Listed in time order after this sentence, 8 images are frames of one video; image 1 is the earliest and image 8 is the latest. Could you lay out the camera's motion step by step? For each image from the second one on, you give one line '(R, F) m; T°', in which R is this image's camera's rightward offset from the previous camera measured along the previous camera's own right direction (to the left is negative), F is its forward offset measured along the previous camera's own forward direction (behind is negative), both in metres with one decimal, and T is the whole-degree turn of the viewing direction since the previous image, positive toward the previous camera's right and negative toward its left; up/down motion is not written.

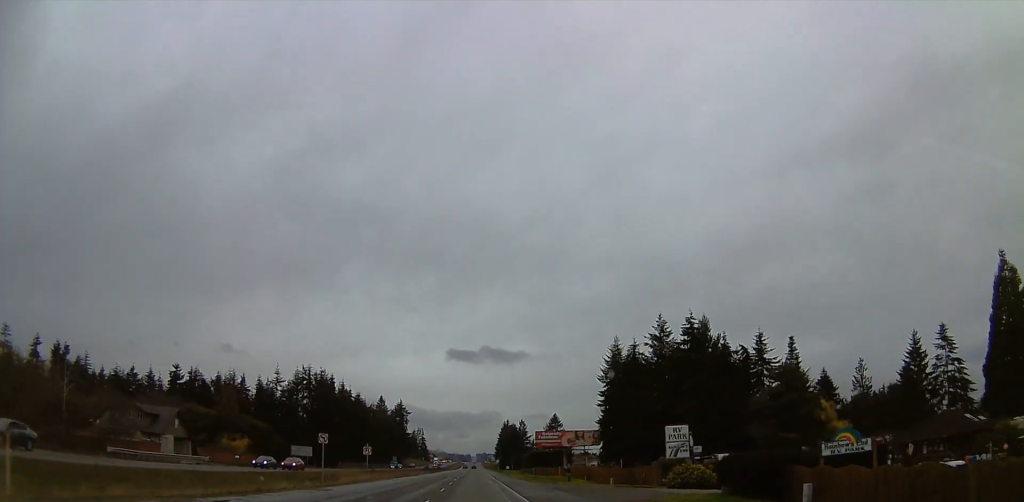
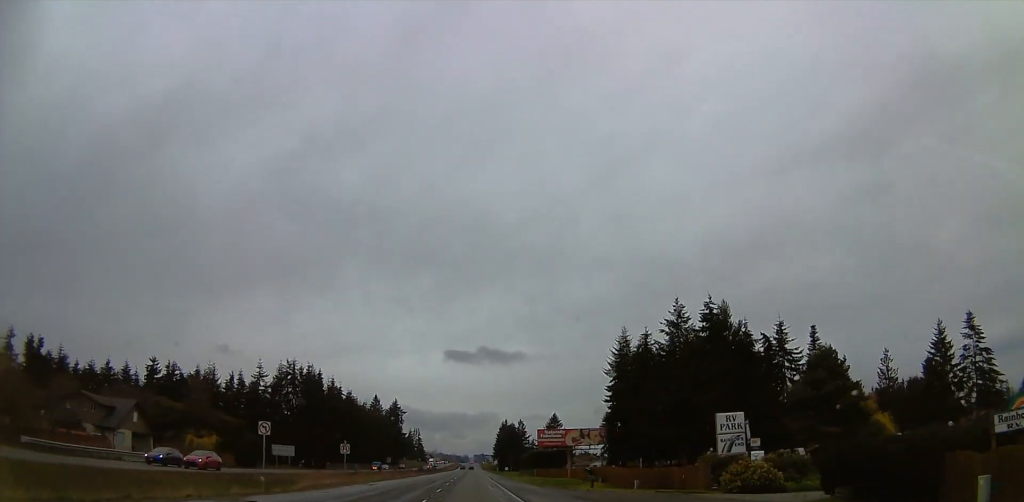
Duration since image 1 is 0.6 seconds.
(-0.1, +11.2) m; 0°
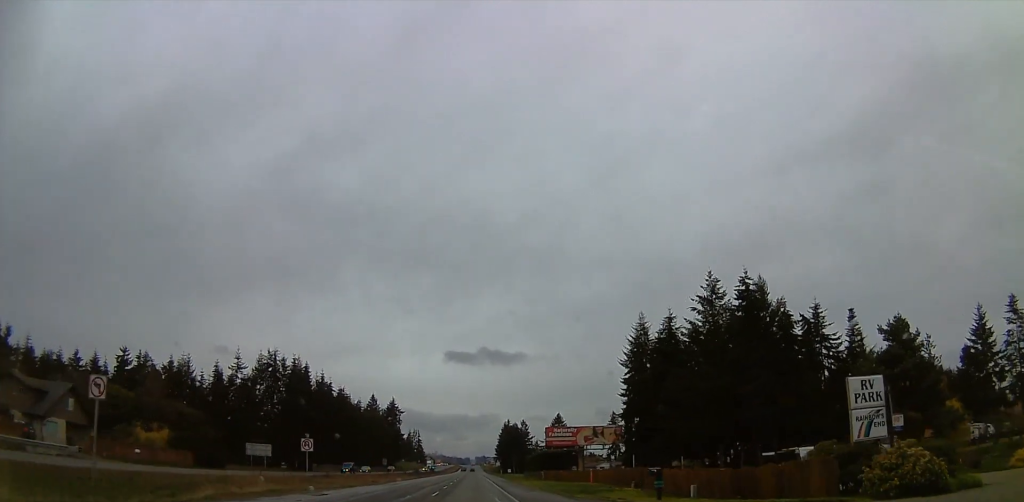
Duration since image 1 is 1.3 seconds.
(0.0, +14.4) m; 0°
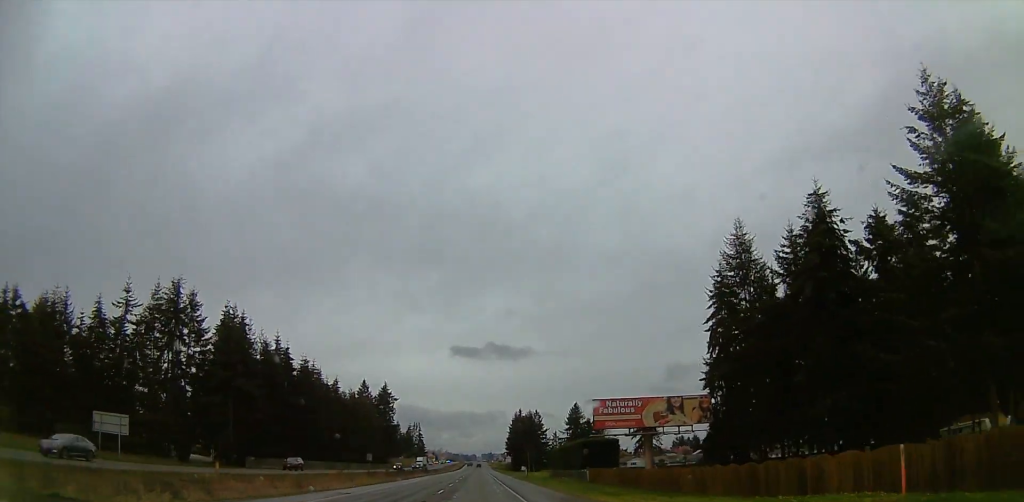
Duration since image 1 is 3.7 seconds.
(-0.8, +46.7) m; -3°
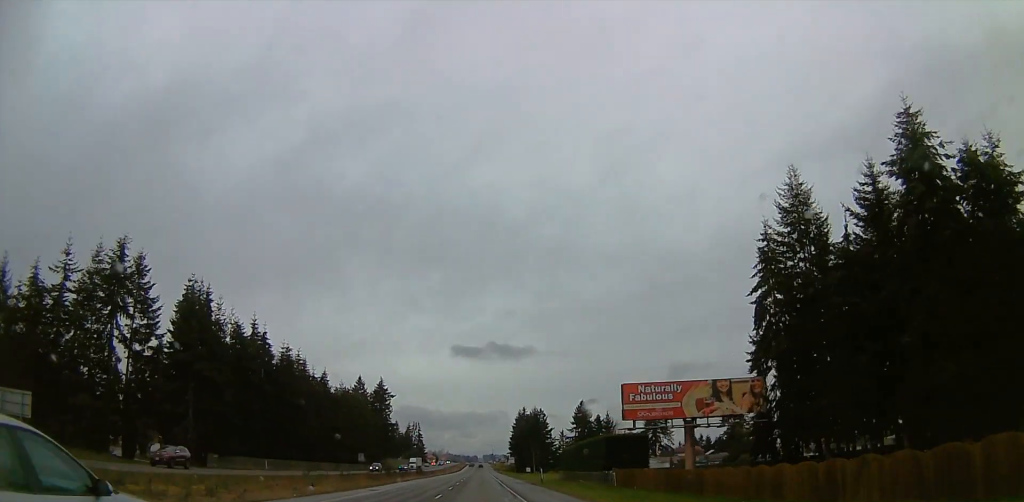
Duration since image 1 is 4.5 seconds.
(-0.2, +15.5) m; 0°
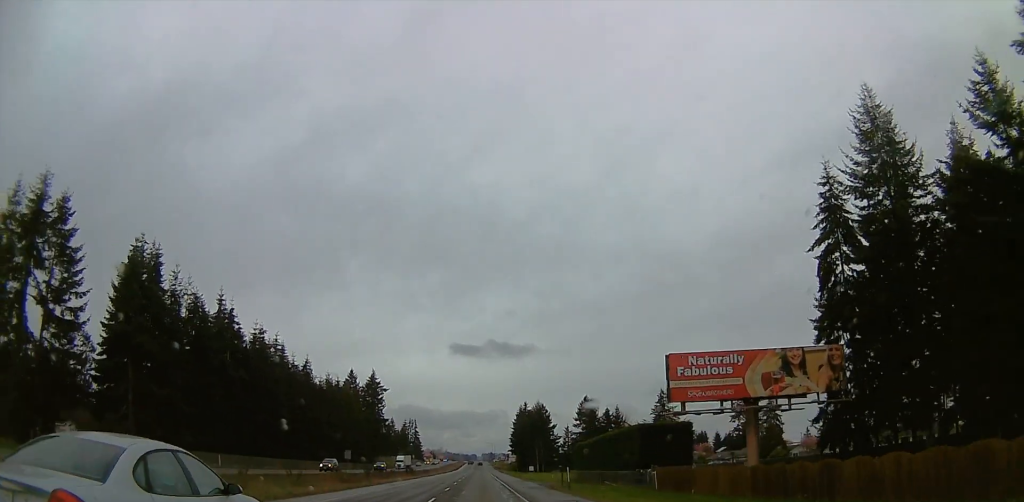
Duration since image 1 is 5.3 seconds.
(+0.1, +16.1) m; +2°
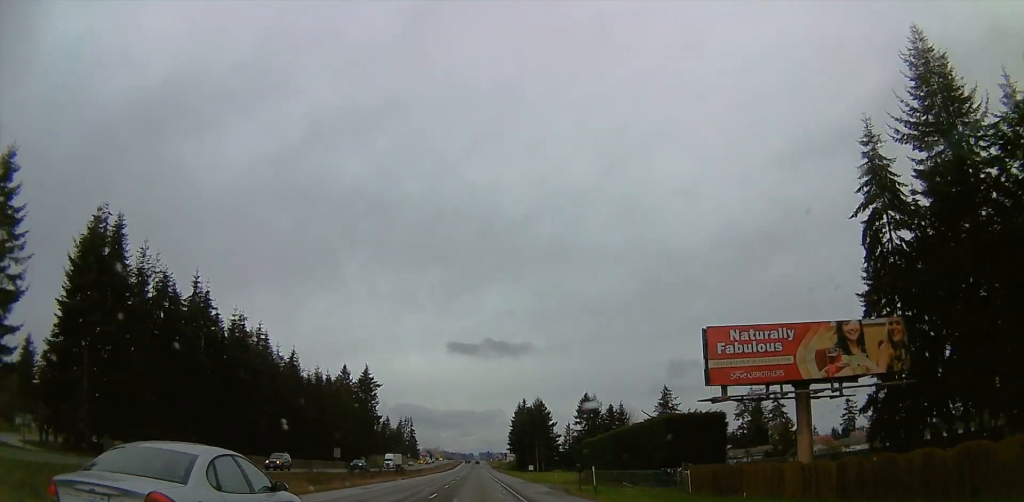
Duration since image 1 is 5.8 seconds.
(+0.3, +9.1) m; +1°
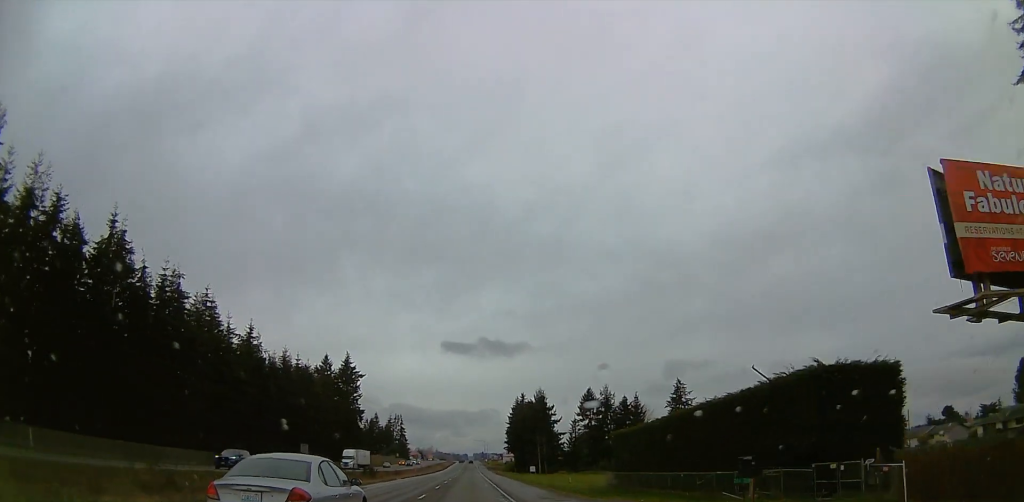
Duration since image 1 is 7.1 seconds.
(+0.3, +24.3) m; +1°
